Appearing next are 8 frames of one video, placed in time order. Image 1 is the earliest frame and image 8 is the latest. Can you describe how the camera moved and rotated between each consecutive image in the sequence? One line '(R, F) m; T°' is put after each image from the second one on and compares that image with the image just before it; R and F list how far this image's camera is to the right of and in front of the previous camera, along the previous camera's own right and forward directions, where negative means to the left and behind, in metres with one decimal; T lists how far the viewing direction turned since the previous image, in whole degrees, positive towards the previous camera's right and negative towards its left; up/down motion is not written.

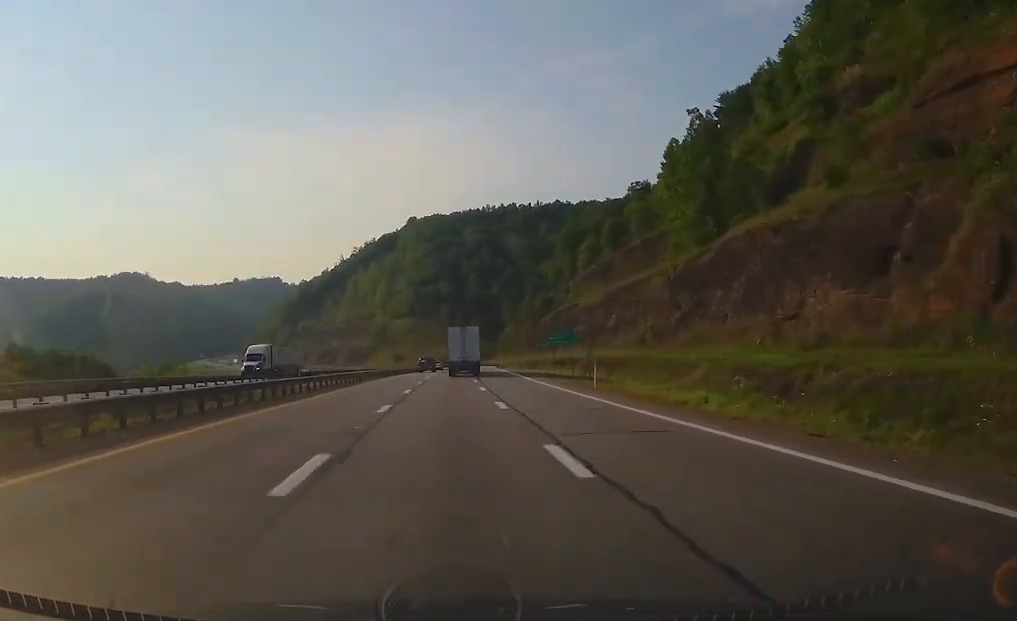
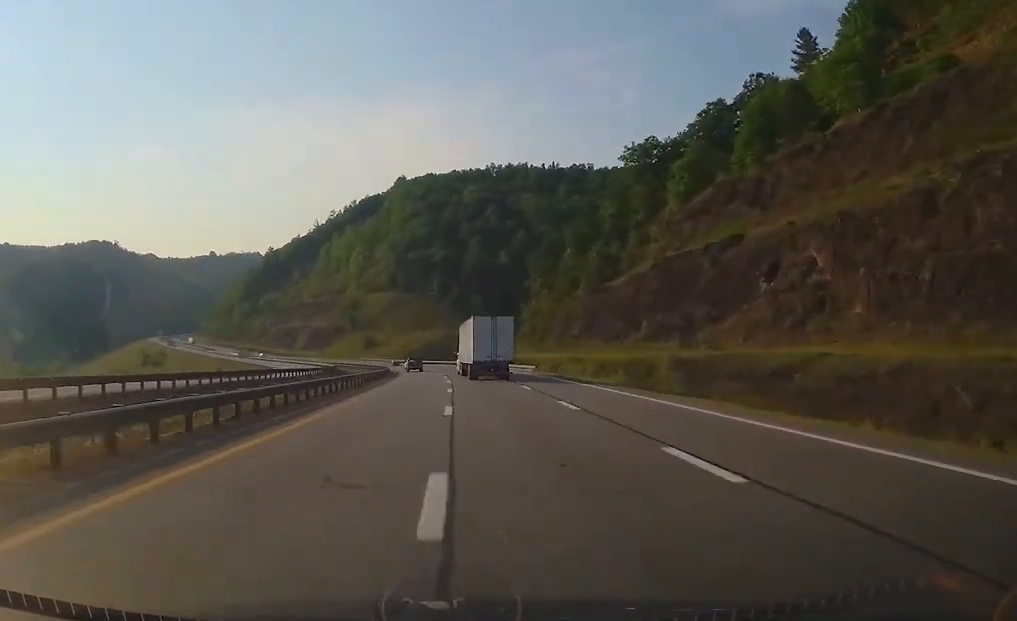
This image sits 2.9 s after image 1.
(+3.3, +98.3) m; -2°
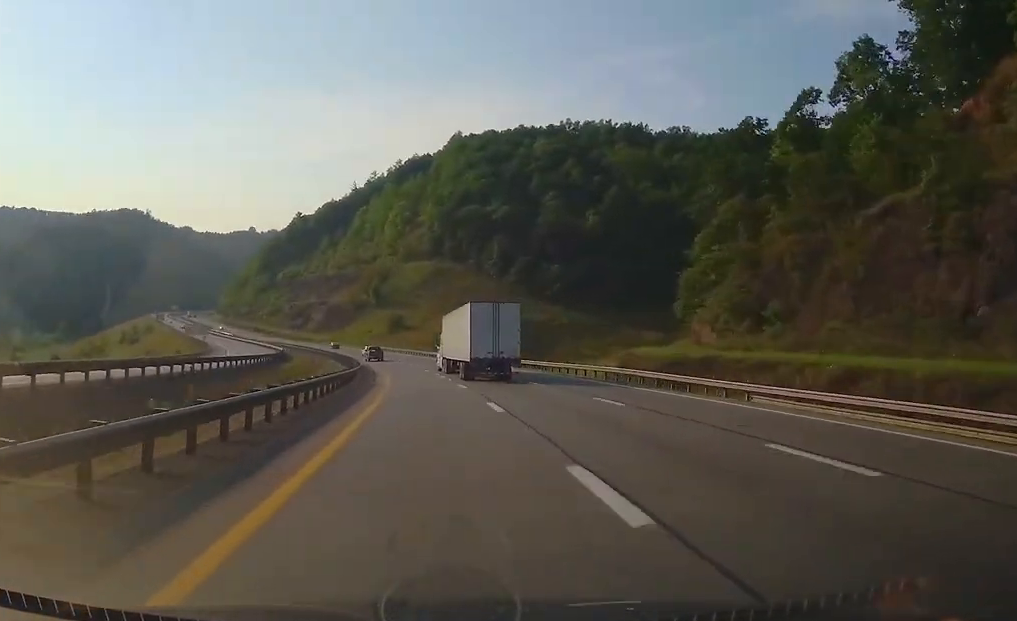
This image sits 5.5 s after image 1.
(-4.9, +84.4) m; -7°
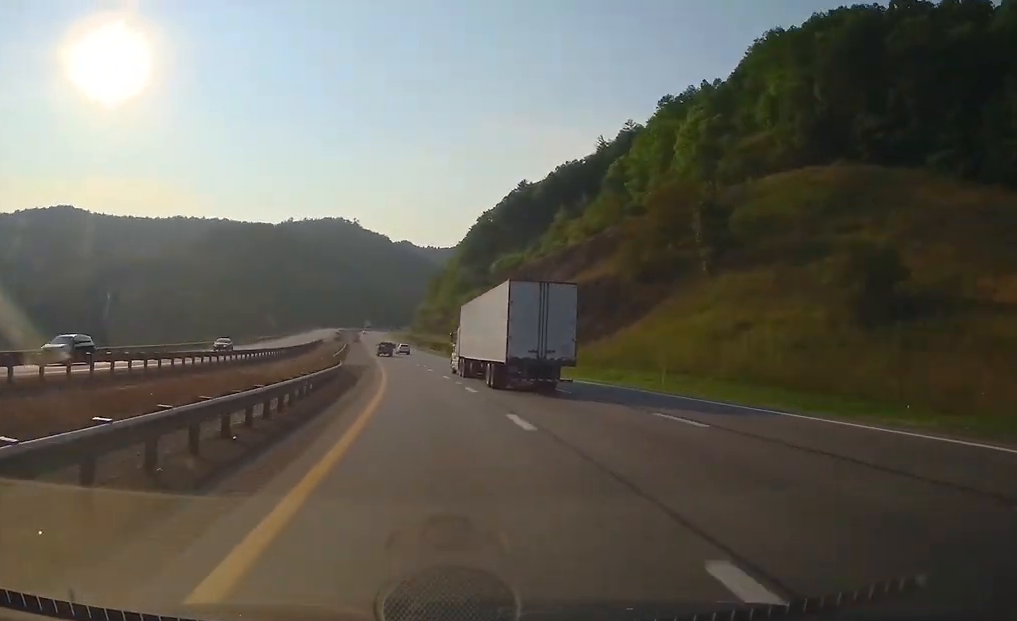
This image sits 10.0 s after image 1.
(-19.1, +147.2) m; -13°
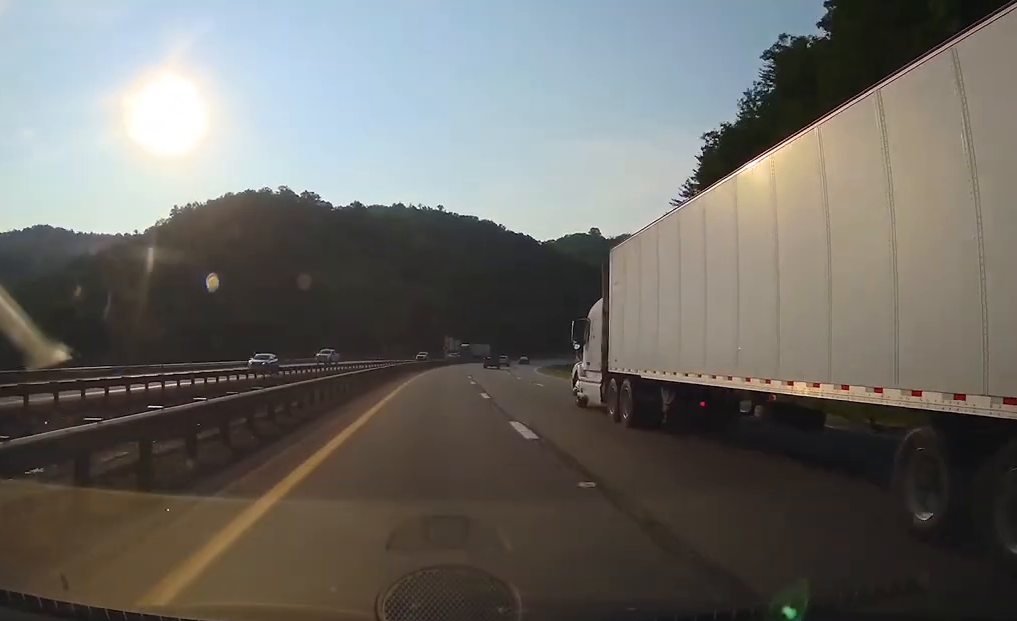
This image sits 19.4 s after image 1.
(-24.5, +299.3) m; -1°
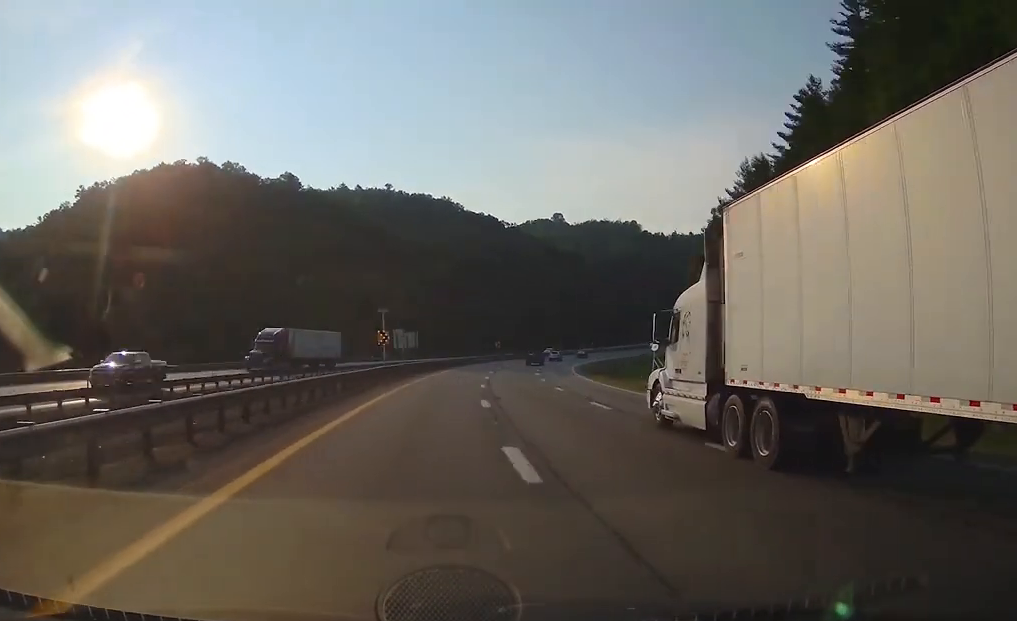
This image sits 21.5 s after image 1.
(+1.9, +66.0) m; +7°
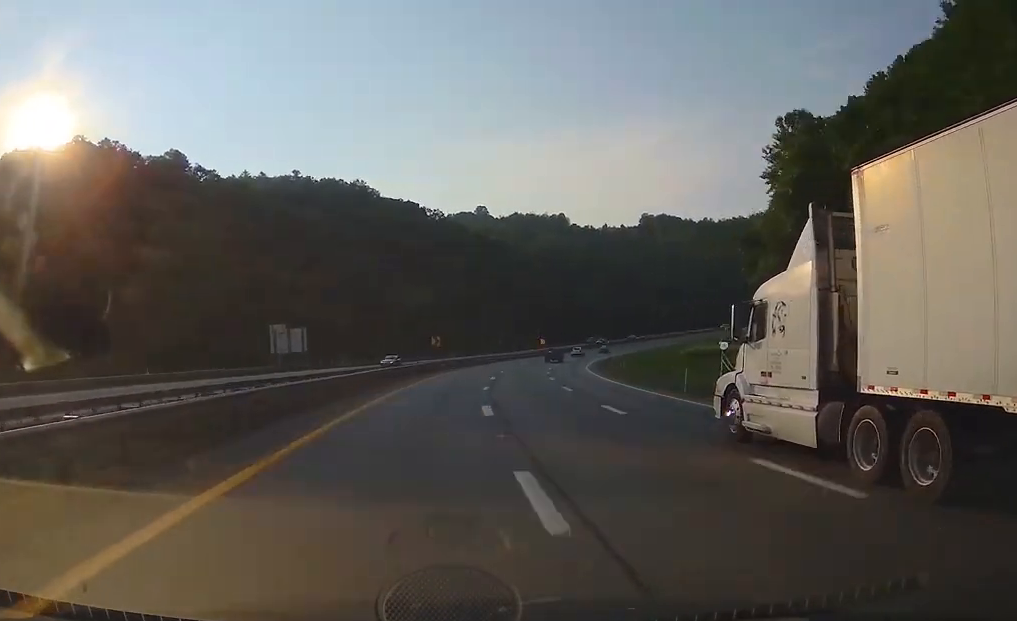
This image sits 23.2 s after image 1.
(-0.7, +52.9) m; +6°
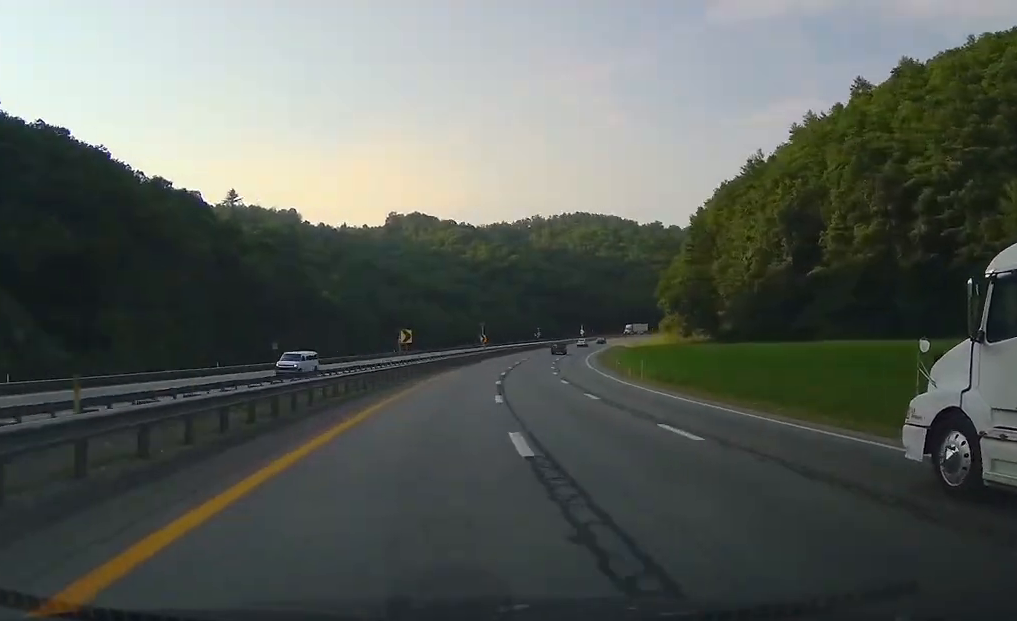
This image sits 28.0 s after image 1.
(+30.6, +142.8) m; +22°
